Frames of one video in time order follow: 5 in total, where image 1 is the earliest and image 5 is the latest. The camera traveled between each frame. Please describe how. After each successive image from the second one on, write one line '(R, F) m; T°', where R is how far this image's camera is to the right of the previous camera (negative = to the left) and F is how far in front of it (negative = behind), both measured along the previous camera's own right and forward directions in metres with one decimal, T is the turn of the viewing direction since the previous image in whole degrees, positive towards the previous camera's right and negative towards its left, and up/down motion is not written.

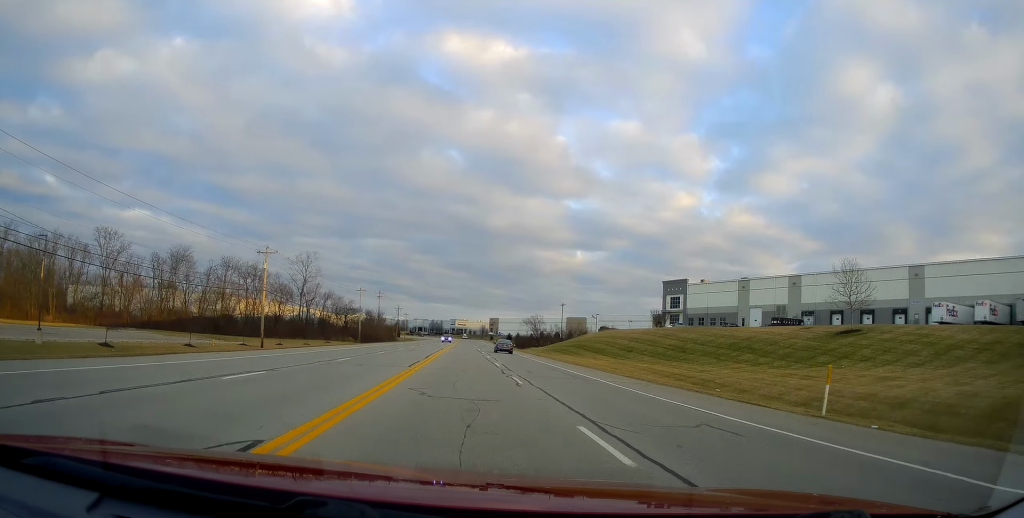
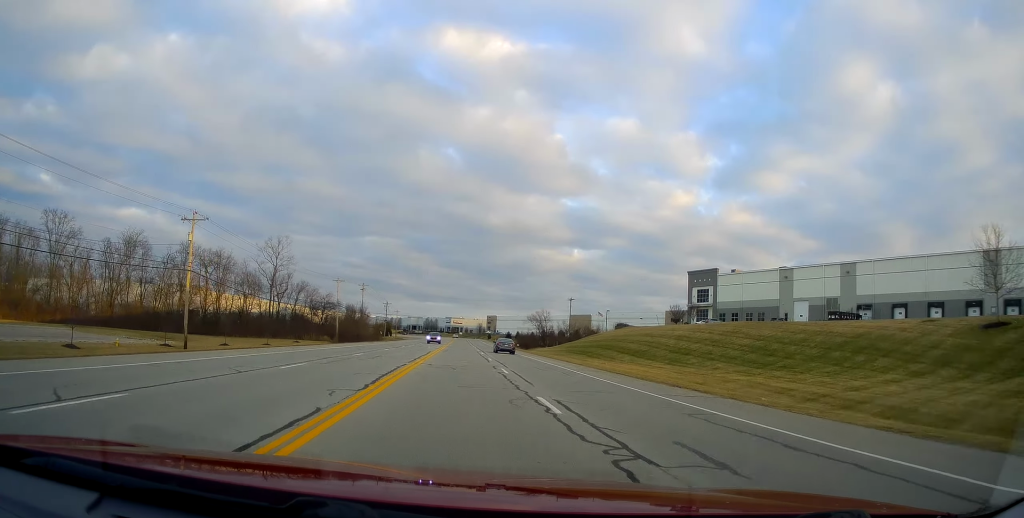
(0.0, +19.9) m; 0°
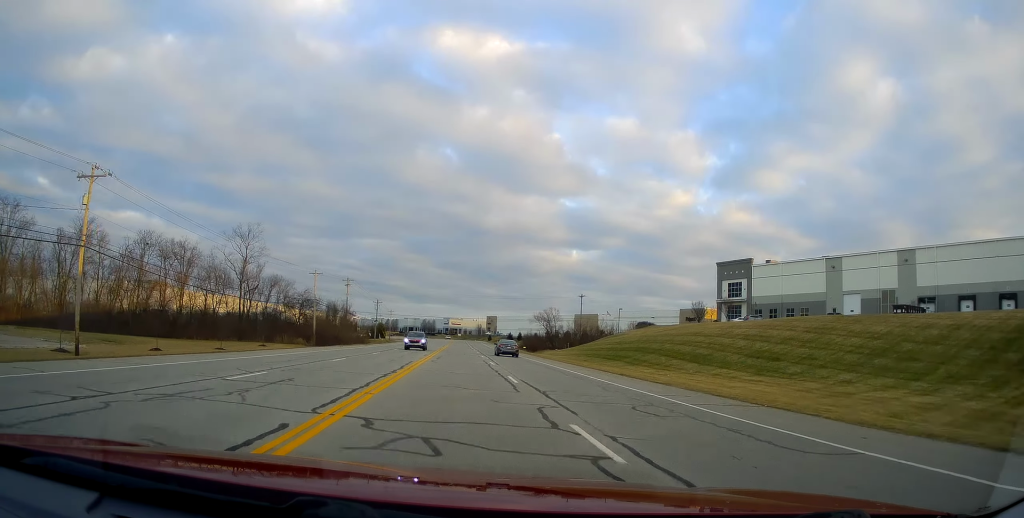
(0.0, +16.5) m; 0°
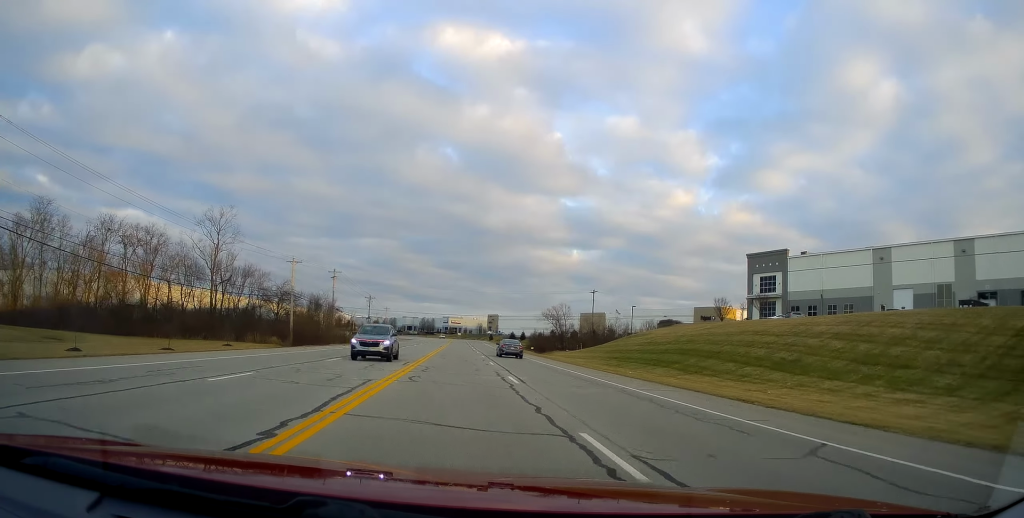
(0.0, +13.0) m; 0°
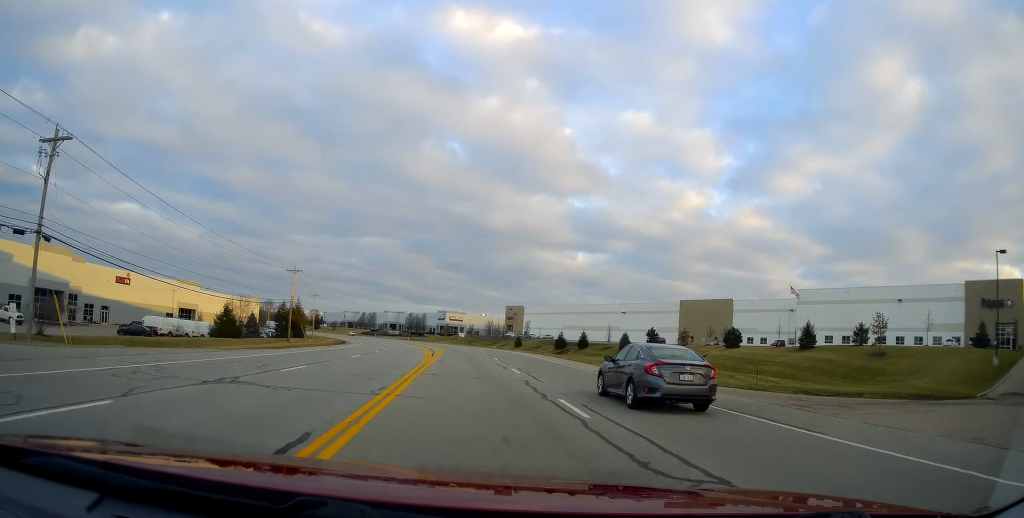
(-0.9, +117.3) m; 0°
